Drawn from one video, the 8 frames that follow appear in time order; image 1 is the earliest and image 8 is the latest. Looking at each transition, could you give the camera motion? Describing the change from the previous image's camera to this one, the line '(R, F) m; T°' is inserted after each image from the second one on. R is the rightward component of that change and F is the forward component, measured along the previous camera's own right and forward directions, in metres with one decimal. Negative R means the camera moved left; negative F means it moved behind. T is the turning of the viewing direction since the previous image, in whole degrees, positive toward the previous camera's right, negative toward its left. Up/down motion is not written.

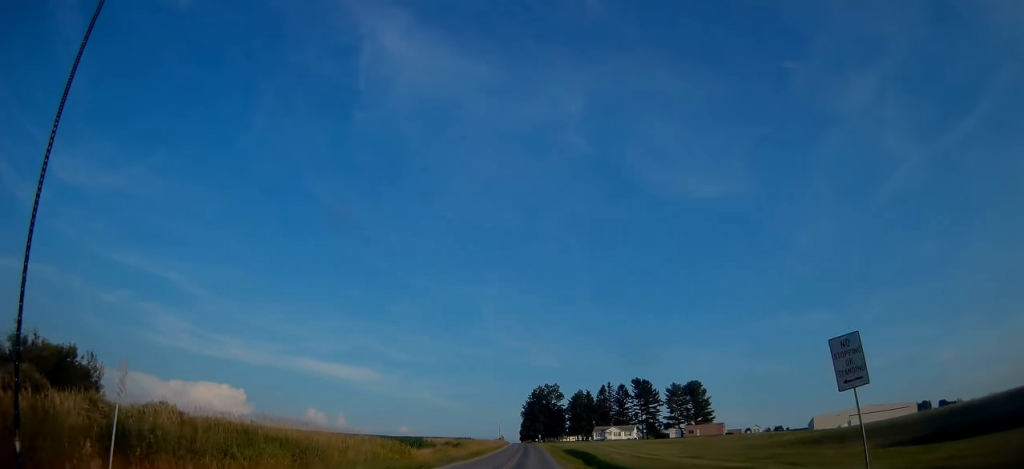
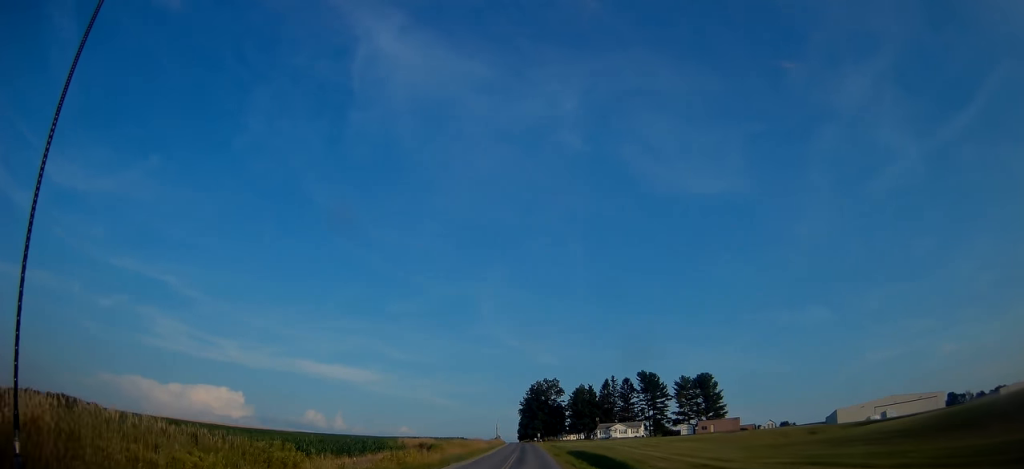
(-0.2, +16.3) m; -1°
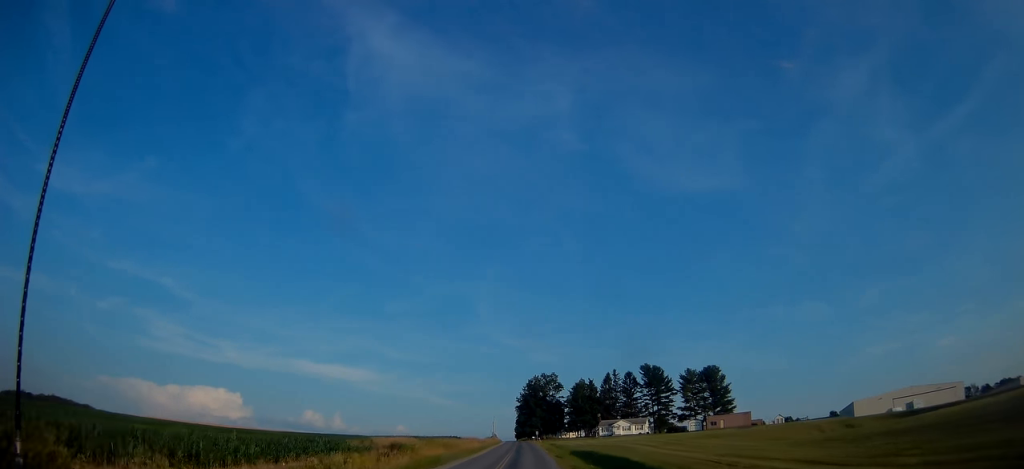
(-0.1, +11.1) m; -1°
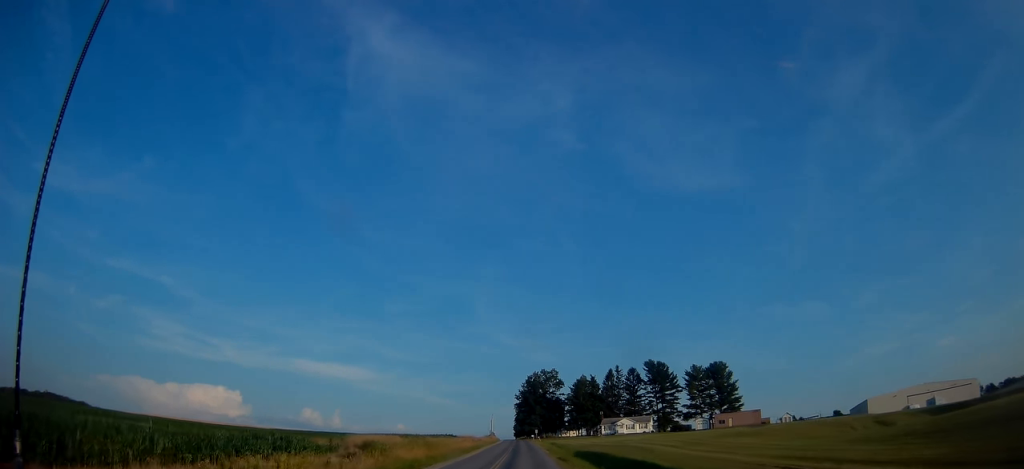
(0.0, +7.6) m; +1°
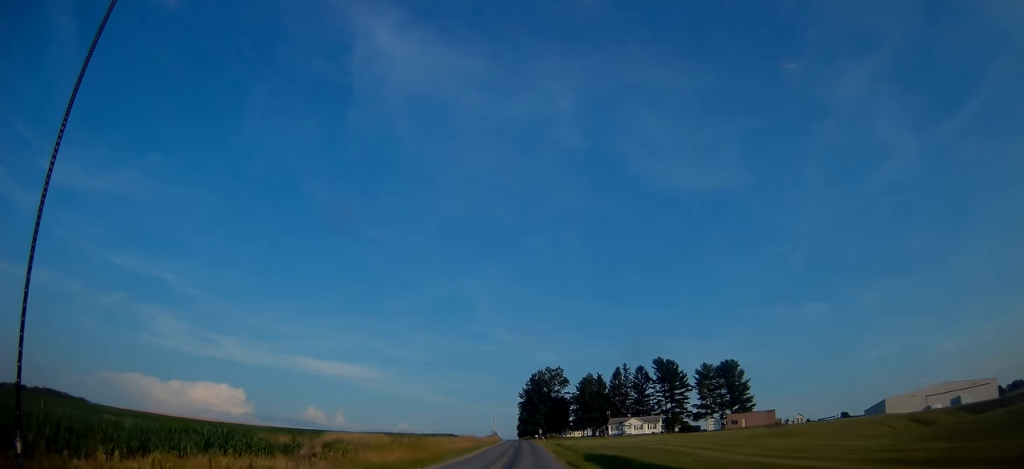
(-0.1, +7.0) m; +1°
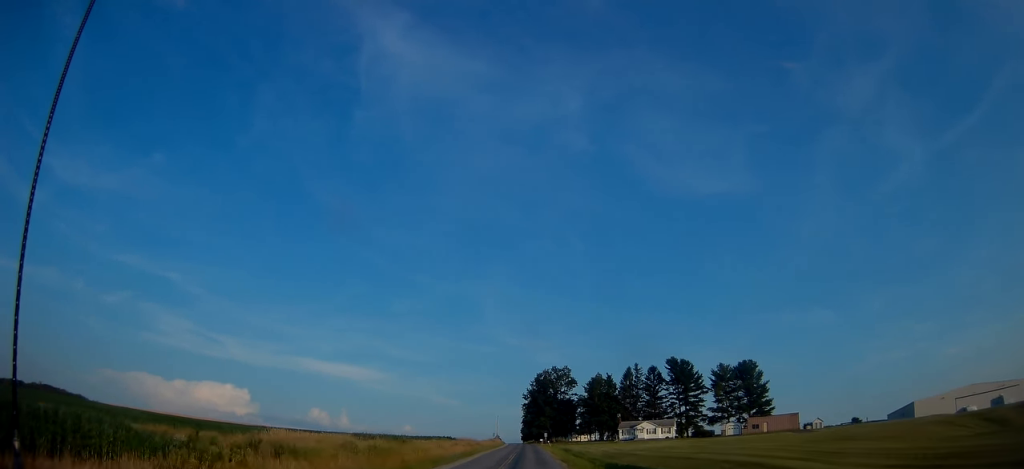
(+0.3, +11.3) m; 0°
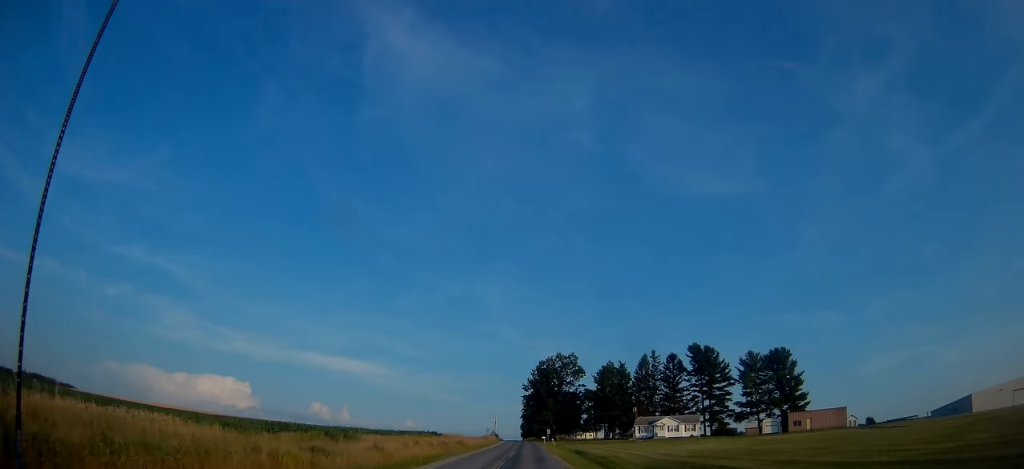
(0.0, +22.1) m; 0°
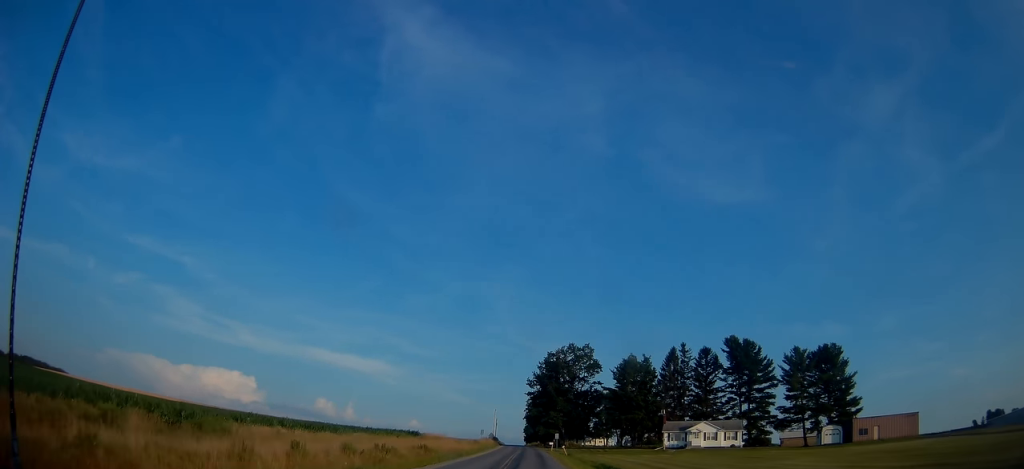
(-0.3, +23.4) m; -2°
